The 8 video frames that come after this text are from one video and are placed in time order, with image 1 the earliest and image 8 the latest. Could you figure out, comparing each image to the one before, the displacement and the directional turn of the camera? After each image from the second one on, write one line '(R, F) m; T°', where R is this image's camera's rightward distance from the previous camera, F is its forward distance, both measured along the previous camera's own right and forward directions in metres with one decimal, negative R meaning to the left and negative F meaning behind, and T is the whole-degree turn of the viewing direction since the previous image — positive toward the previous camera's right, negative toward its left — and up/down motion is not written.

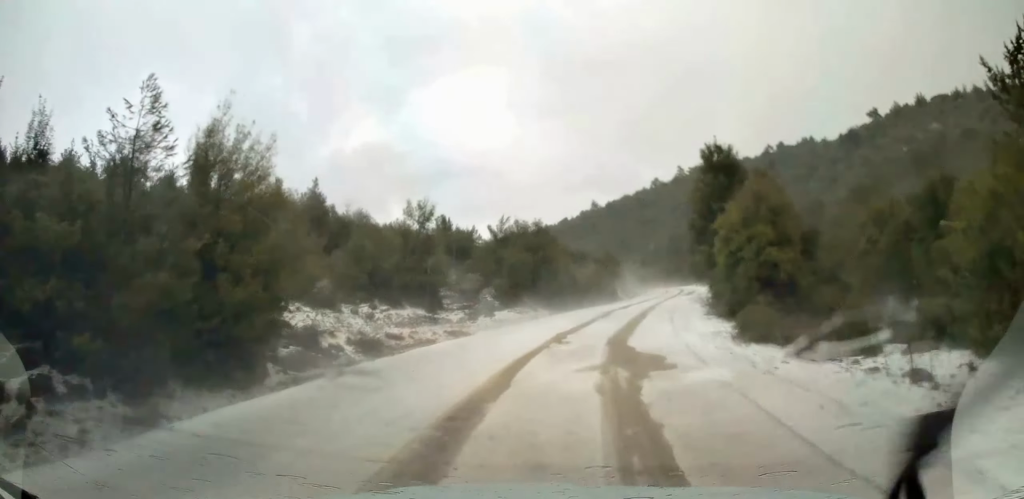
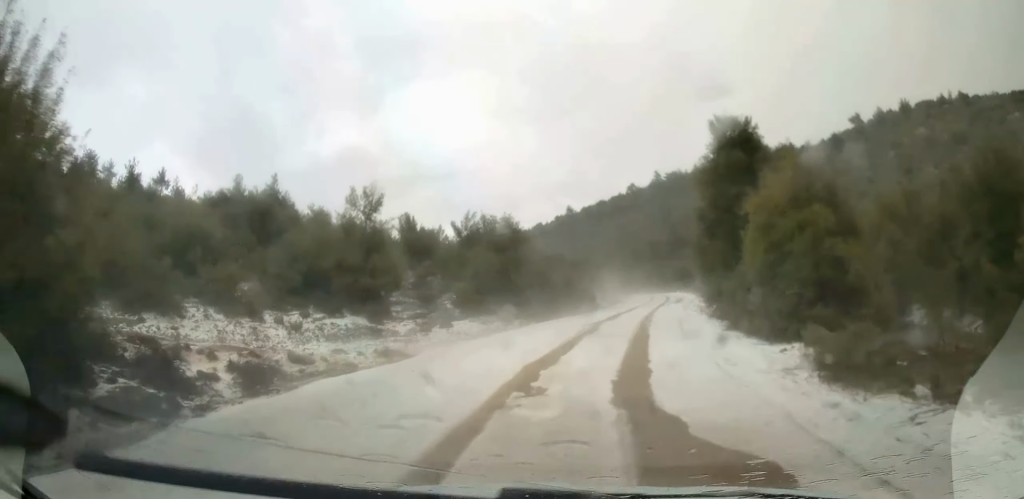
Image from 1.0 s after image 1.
(+0.1, +6.9) m; +4°
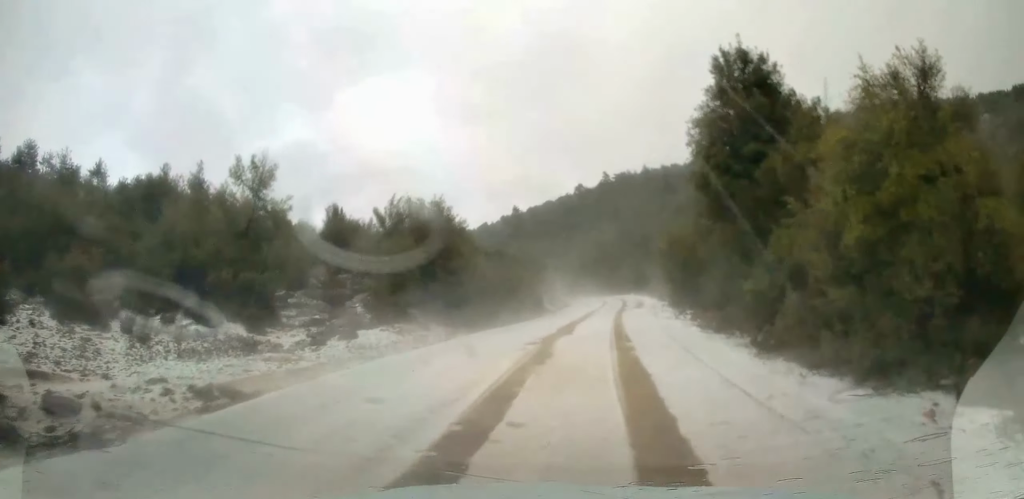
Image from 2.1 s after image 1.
(+0.5, +7.8) m; +4°
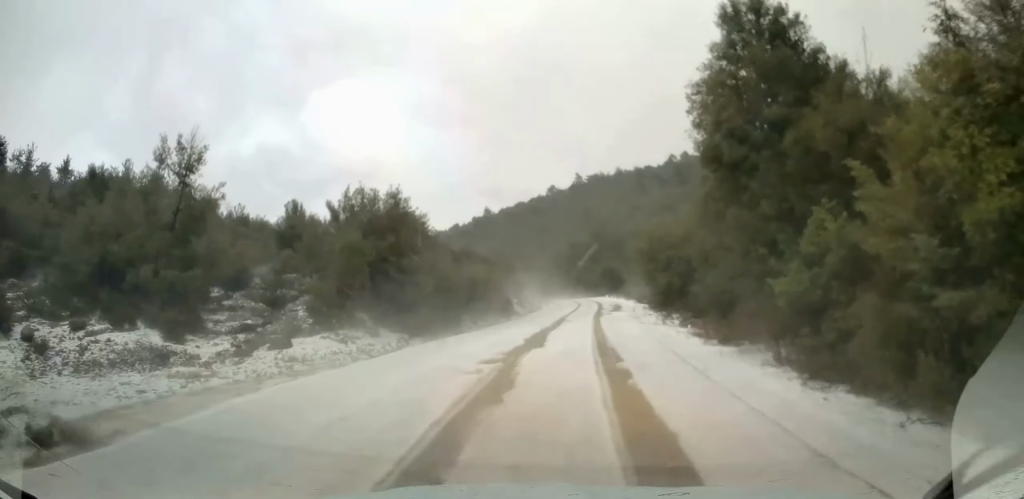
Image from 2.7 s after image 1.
(0.0, +3.9) m; +1°
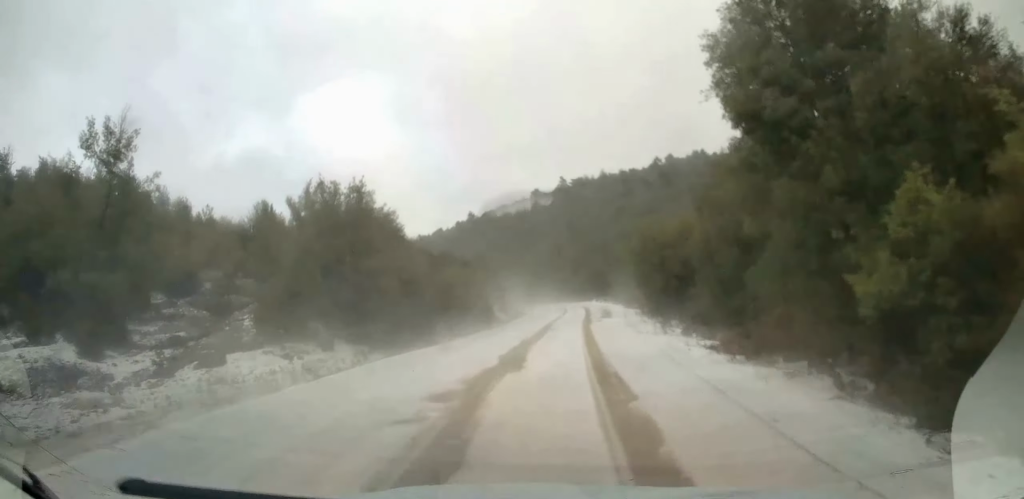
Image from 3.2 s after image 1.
(-0.1, +3.6) m; 0°
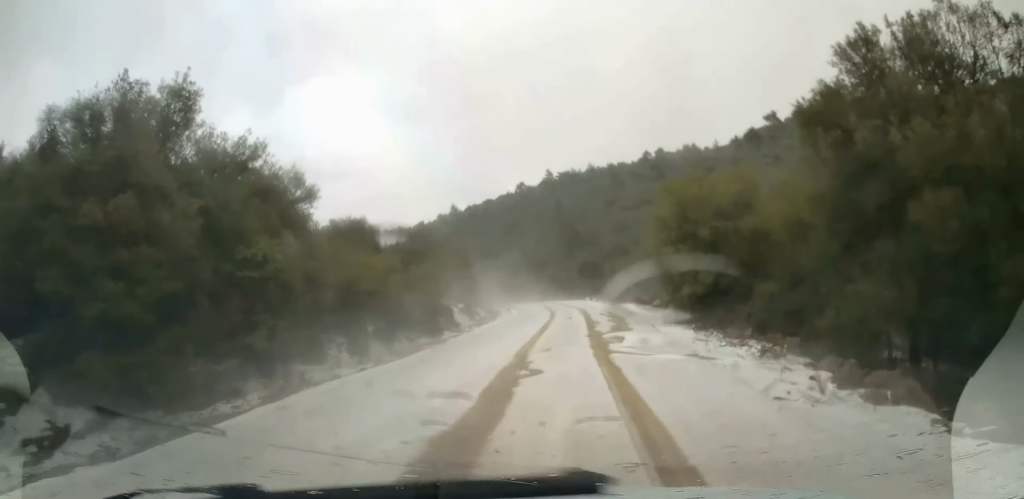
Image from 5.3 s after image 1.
(+0.5, +14.3) m; +4°
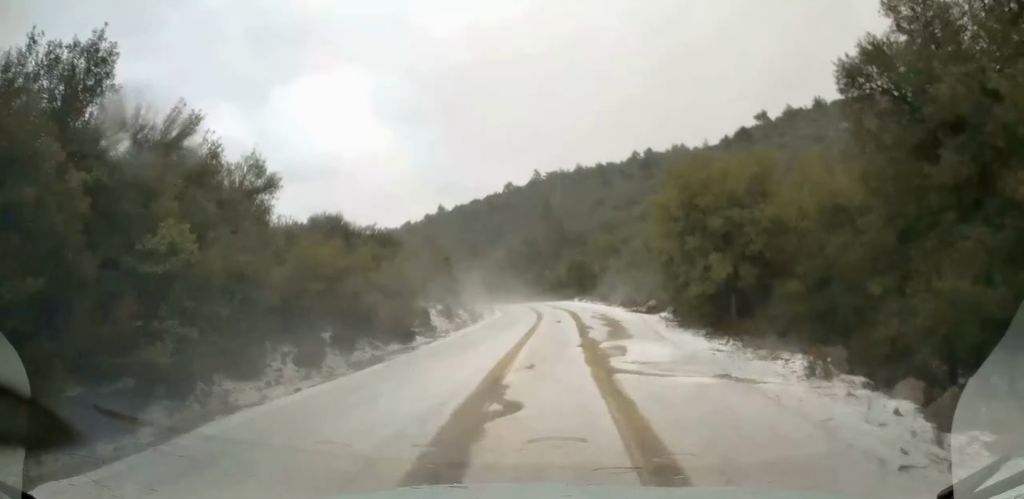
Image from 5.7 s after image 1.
(+0.1, +3.4) m; +1°
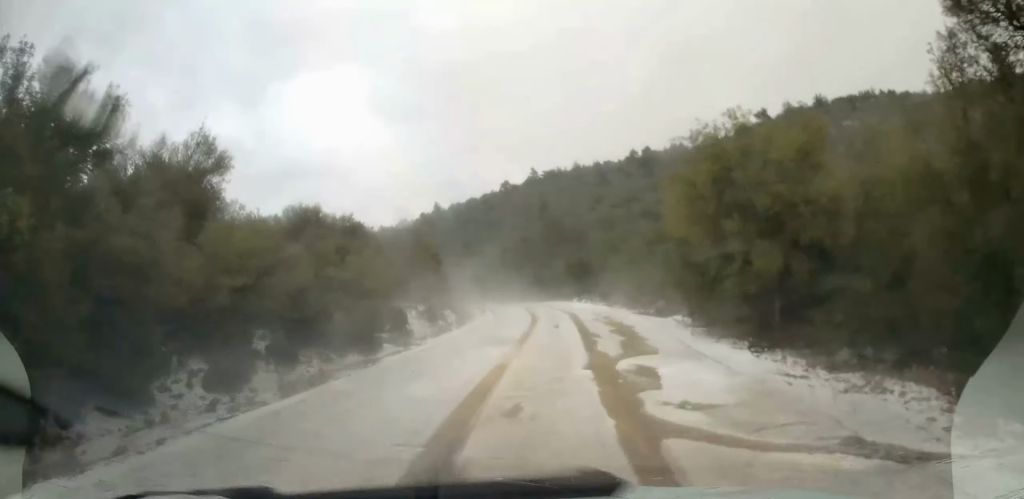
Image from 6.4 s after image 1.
(0.0, +4.6) m; +1°
